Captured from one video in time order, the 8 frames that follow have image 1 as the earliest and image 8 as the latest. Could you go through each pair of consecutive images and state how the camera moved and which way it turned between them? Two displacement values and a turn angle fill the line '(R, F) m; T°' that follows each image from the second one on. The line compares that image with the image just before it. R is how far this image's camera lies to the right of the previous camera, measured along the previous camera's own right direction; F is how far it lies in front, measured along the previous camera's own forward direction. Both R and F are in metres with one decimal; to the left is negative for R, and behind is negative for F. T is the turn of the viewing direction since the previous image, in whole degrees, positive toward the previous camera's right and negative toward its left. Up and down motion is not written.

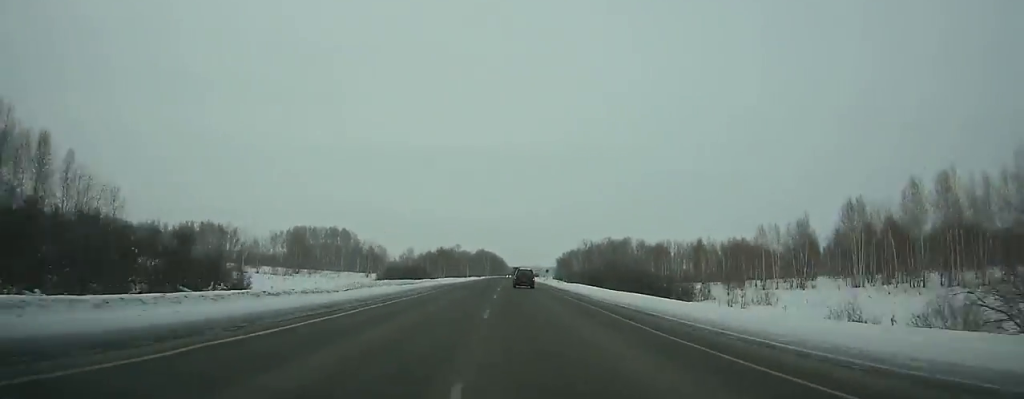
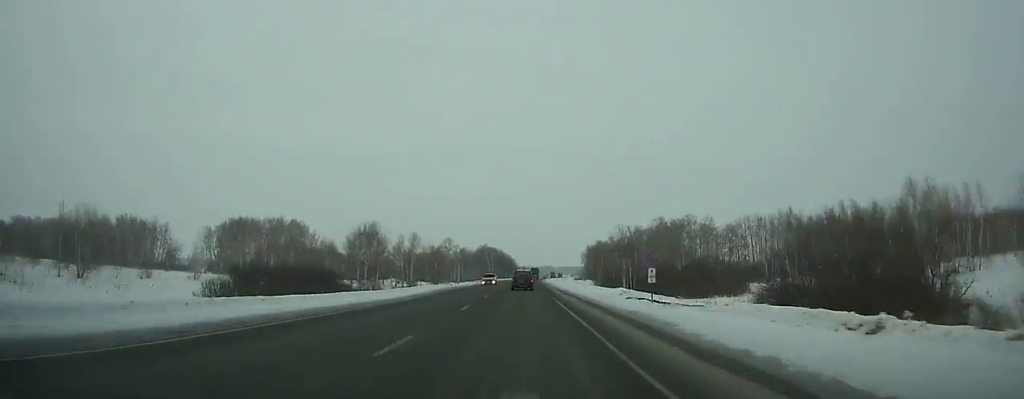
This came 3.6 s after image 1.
(-0.4, +92.1) m; 0°
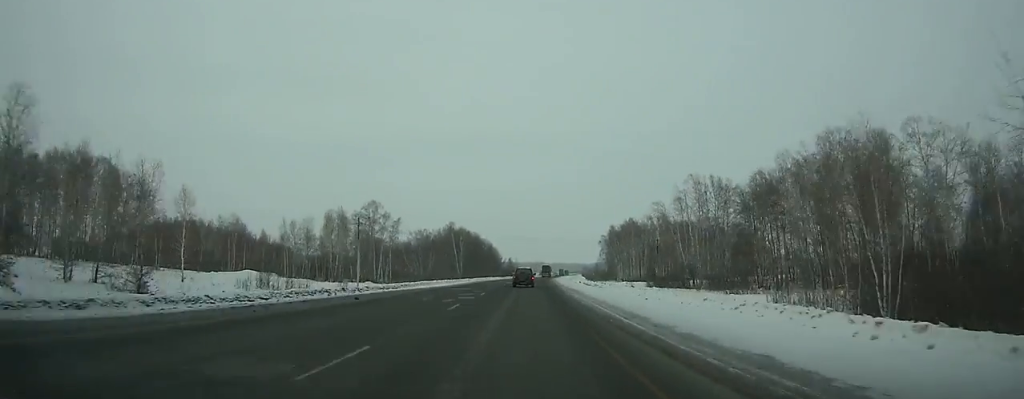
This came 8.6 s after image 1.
(+1.6, +122.8) m; +2°
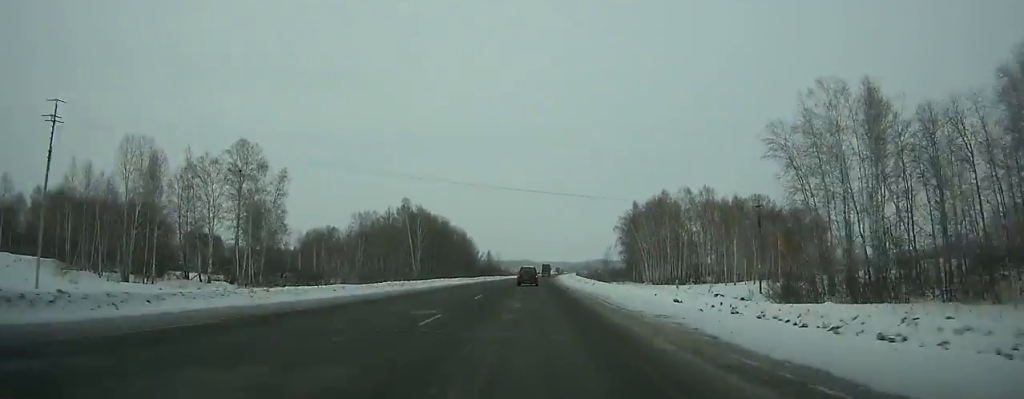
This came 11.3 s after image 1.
(+0.9, +65.0) m; +1°
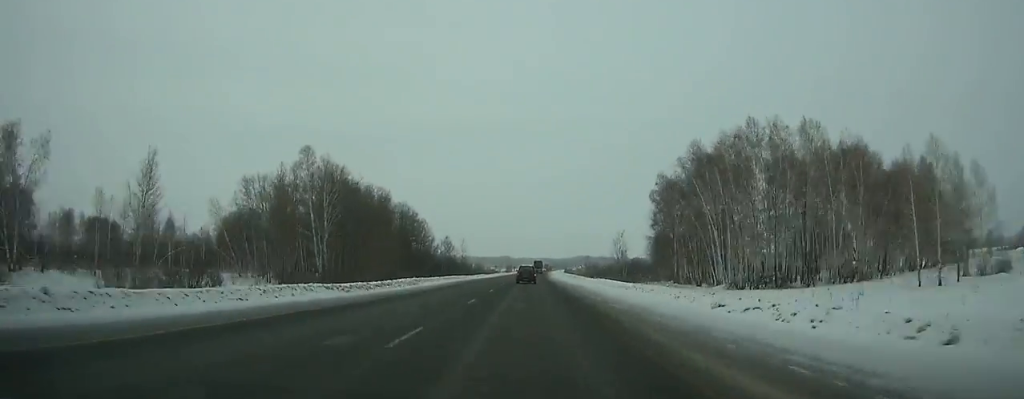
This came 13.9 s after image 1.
(+0.7, +62.0) m; +1°
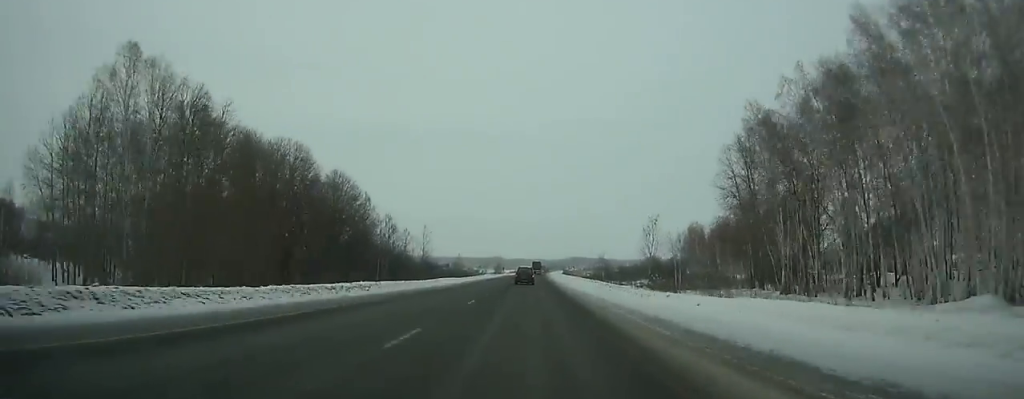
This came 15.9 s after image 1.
(+0.3, +47.3) m; +1°
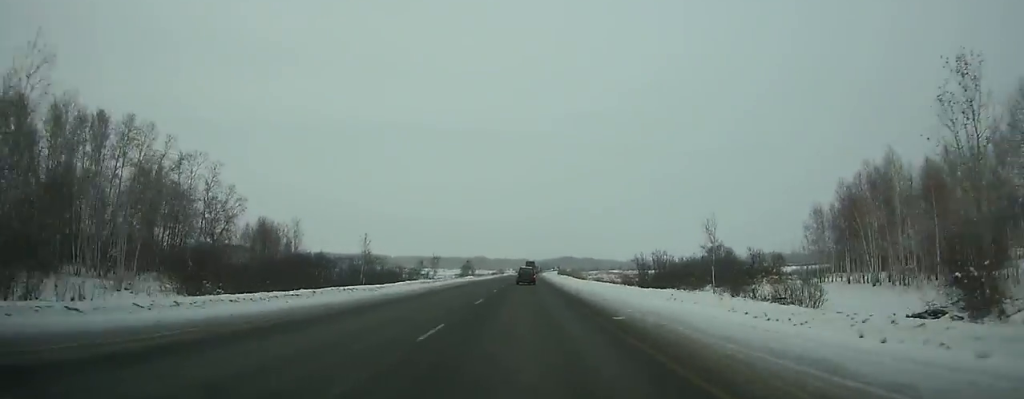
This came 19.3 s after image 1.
(+0.8, +79.6) m; +1°
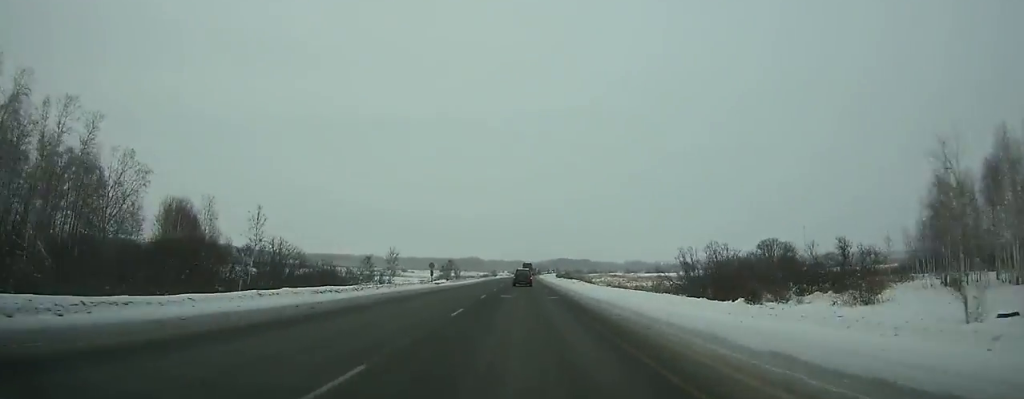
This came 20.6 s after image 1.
(+0.3, +30.5) m; 0°
